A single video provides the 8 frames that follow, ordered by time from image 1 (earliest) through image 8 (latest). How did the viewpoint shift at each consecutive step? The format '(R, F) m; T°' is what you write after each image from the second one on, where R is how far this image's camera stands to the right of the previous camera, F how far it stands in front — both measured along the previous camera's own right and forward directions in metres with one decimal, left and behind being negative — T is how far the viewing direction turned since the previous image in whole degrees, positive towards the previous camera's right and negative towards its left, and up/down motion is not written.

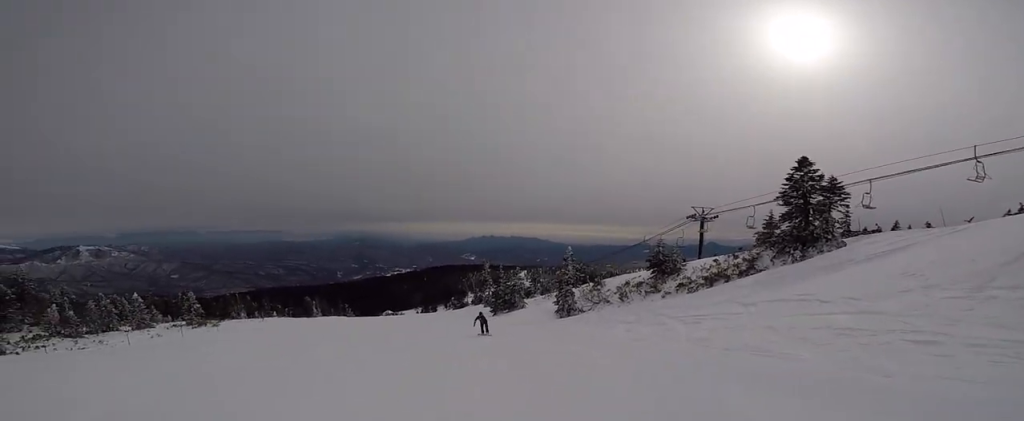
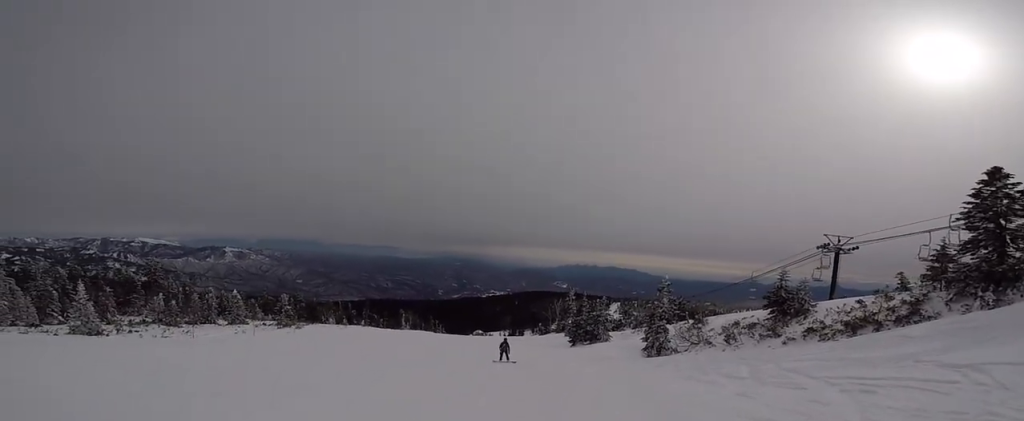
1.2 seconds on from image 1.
(-0.6, +5.3) m; -25°
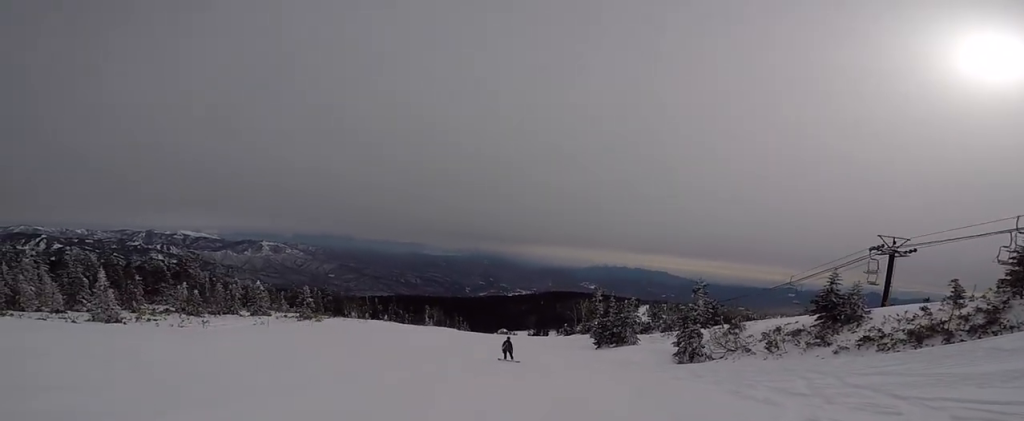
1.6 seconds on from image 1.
(+0.2, +2.1) m; -17°
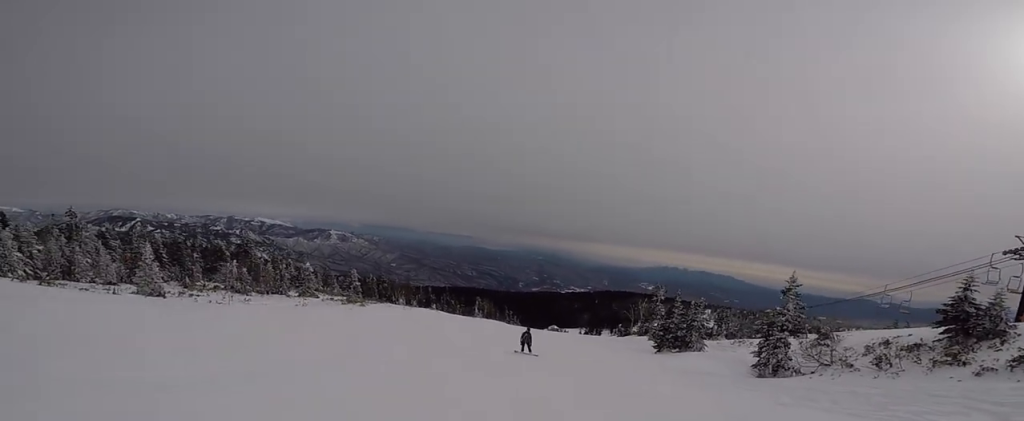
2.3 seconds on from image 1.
(-1.2, +3.2) m; -23°
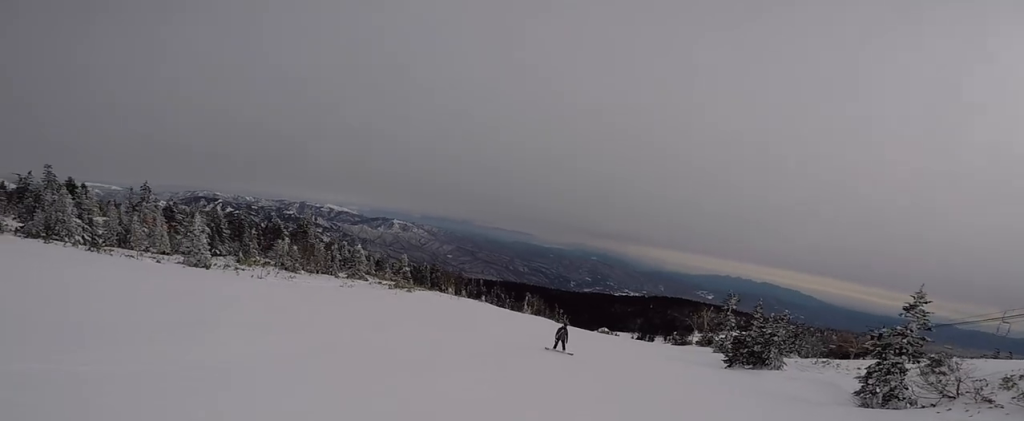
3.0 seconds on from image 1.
(-0.8, +3.4) m; -11°
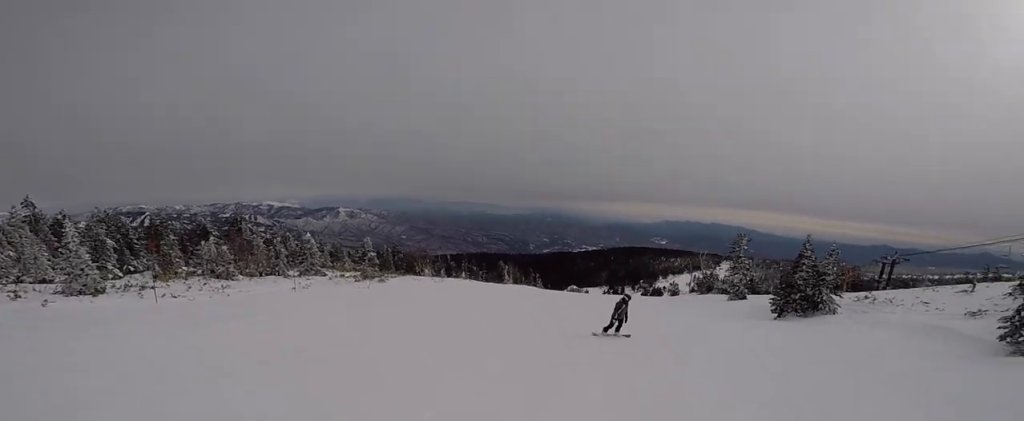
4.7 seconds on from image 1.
(+1.8, +8.4) m; +40°
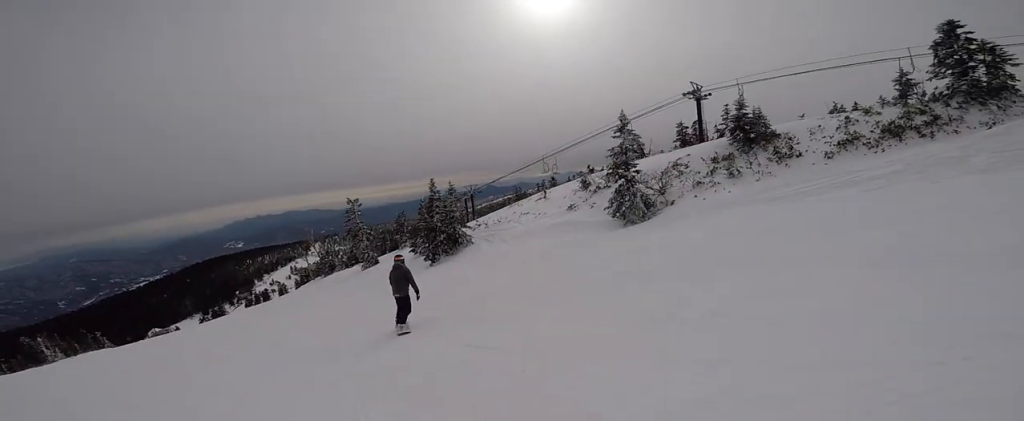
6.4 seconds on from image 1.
(+3.0, +7.1) m; +42°
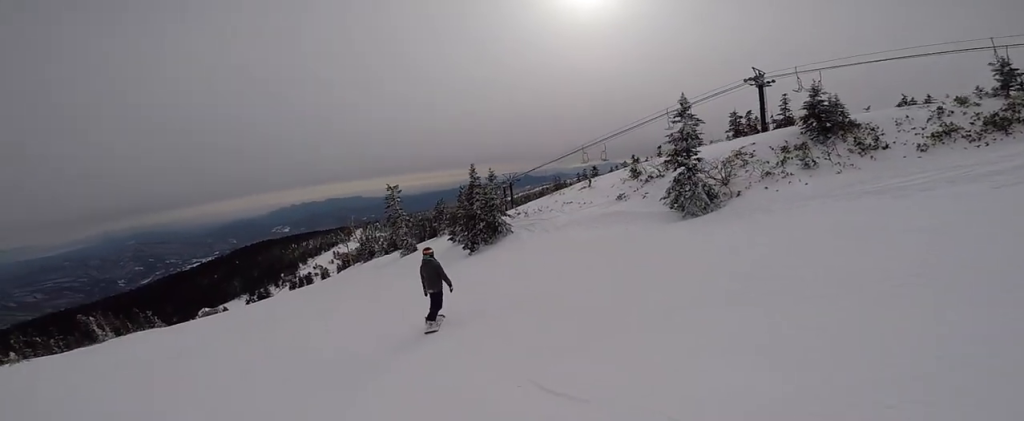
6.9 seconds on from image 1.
(0.0, +2.1) m; +10°
